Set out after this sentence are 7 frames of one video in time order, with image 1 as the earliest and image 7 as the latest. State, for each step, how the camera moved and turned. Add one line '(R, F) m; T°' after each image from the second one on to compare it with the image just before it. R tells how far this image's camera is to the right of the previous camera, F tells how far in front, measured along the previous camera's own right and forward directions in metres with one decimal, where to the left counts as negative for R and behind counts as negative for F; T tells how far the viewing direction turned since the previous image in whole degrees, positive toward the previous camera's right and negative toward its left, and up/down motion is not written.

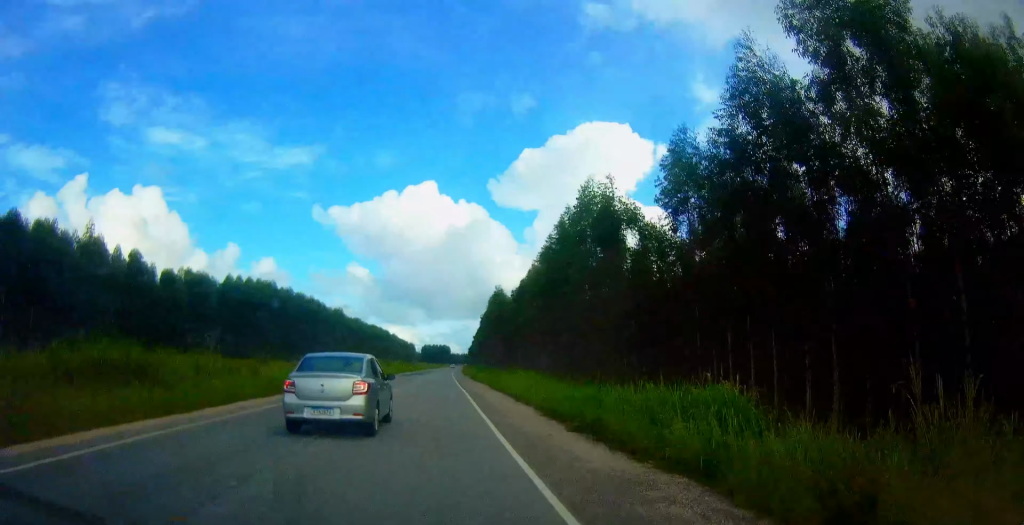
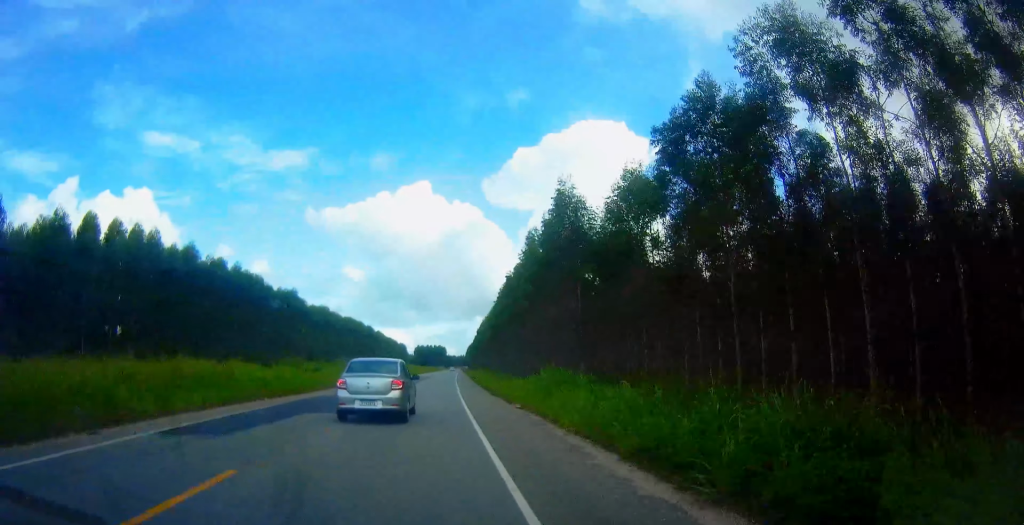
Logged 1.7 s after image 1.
(0.0, +55.4) m; 0°
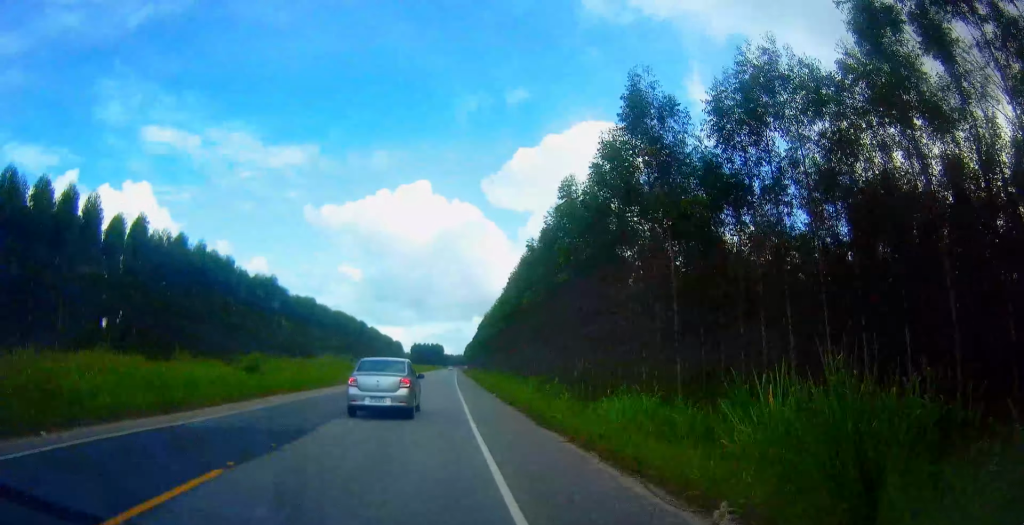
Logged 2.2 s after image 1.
(0.0, +16.2) m; 0°
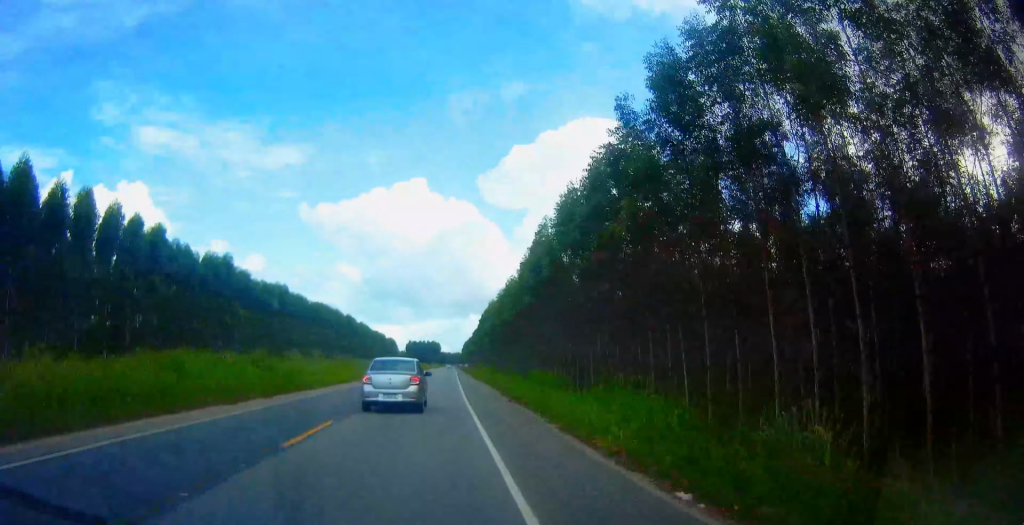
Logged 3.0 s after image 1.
(0.0, +25.6) m; +1°
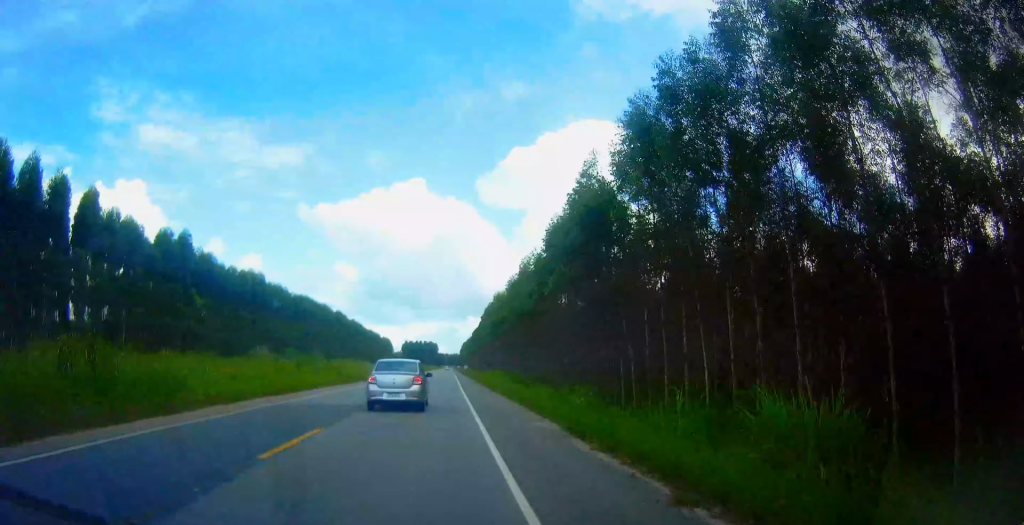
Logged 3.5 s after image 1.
(+0.2, +17.5) m; 0°
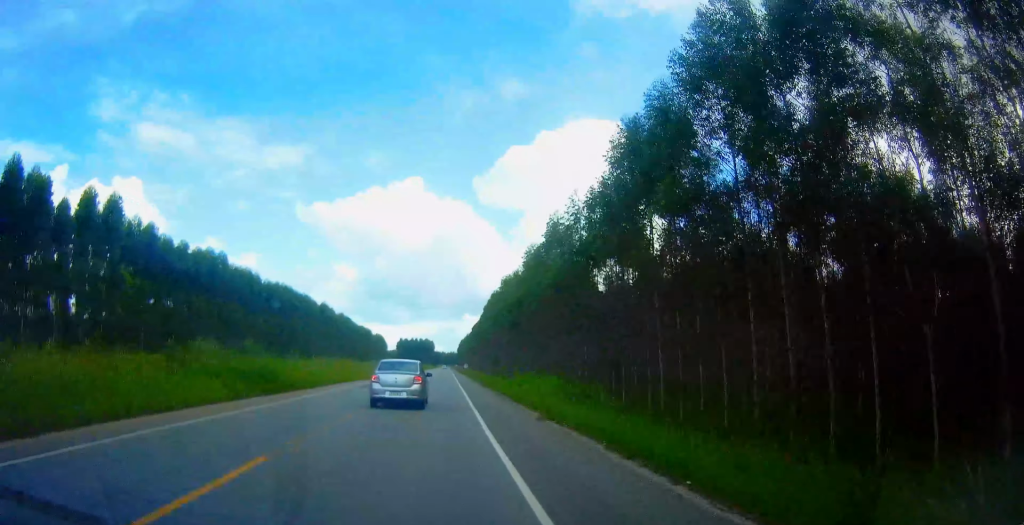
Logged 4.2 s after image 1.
(+0.1, +20.2) m; 0°
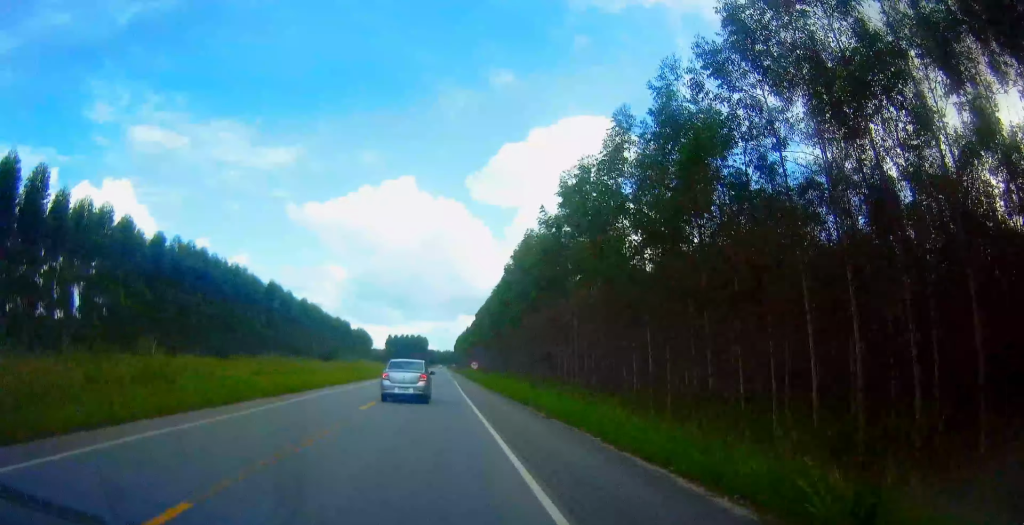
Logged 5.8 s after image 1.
(+0.3, +51.2) m; 0°
